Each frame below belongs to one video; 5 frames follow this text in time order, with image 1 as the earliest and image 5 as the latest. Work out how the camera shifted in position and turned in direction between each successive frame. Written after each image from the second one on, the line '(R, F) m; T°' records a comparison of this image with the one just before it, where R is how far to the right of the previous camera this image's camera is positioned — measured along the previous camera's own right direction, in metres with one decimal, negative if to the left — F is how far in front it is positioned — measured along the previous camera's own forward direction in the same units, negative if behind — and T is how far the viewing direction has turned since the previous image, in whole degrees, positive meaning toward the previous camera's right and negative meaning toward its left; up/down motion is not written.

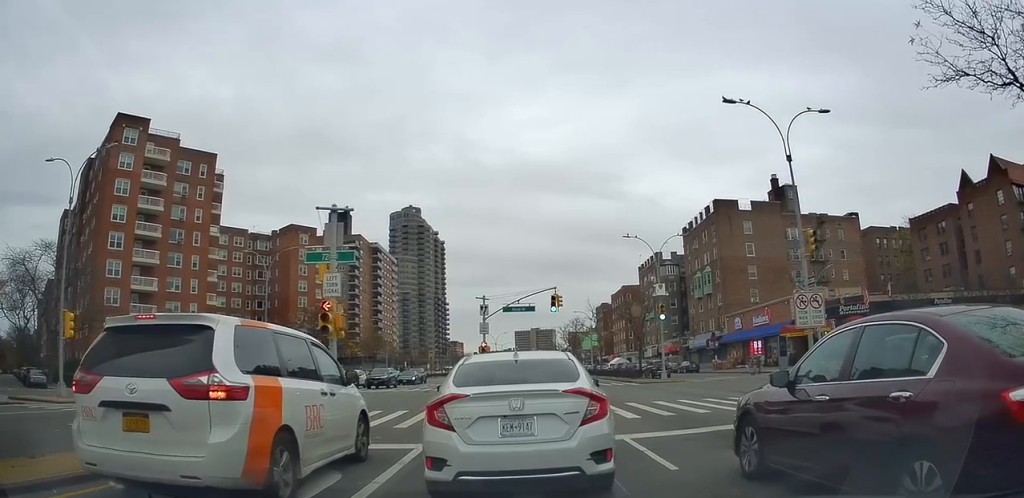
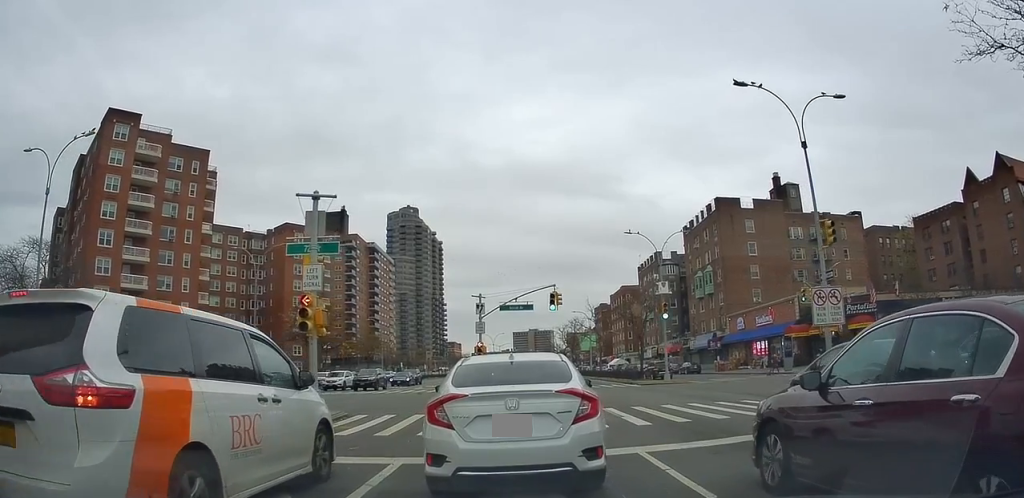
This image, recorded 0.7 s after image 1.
(0.0, +0.1) m; 0°
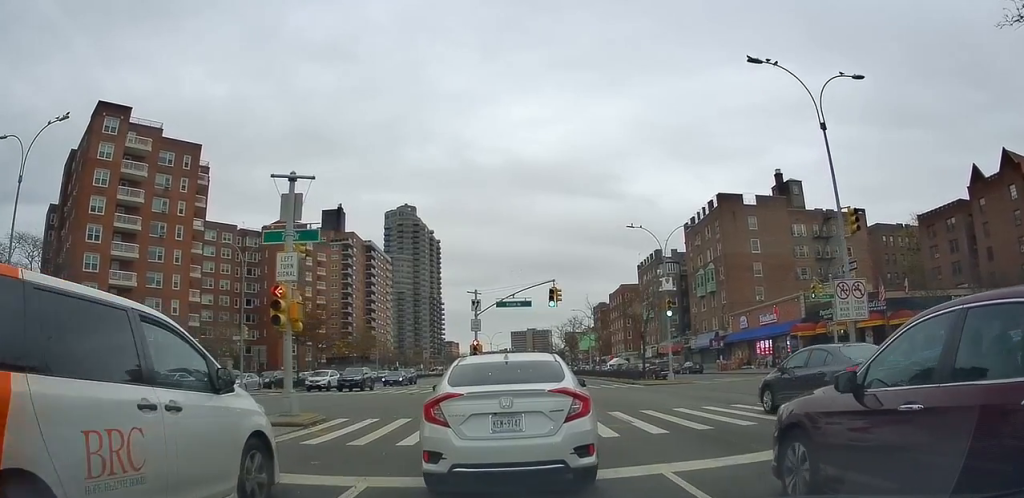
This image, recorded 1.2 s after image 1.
(+0.1, +0.1) m; 0°
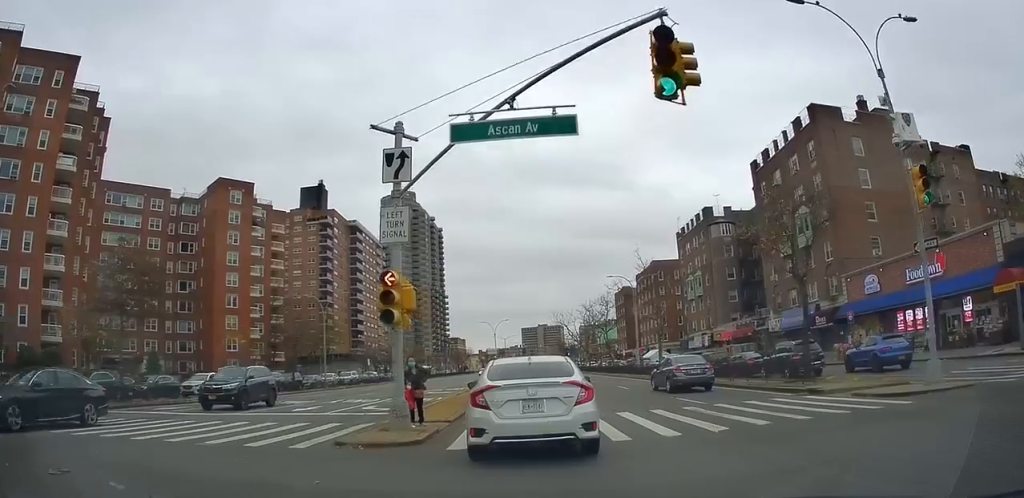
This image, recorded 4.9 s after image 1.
(+0.6, +14.1) m; -2°
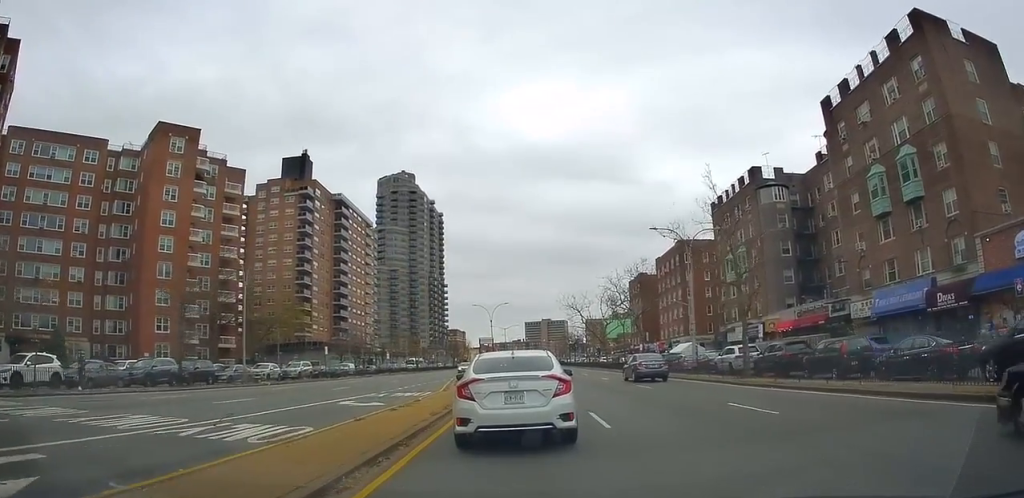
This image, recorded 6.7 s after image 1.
(-0.5, +15.5) m; +1°
